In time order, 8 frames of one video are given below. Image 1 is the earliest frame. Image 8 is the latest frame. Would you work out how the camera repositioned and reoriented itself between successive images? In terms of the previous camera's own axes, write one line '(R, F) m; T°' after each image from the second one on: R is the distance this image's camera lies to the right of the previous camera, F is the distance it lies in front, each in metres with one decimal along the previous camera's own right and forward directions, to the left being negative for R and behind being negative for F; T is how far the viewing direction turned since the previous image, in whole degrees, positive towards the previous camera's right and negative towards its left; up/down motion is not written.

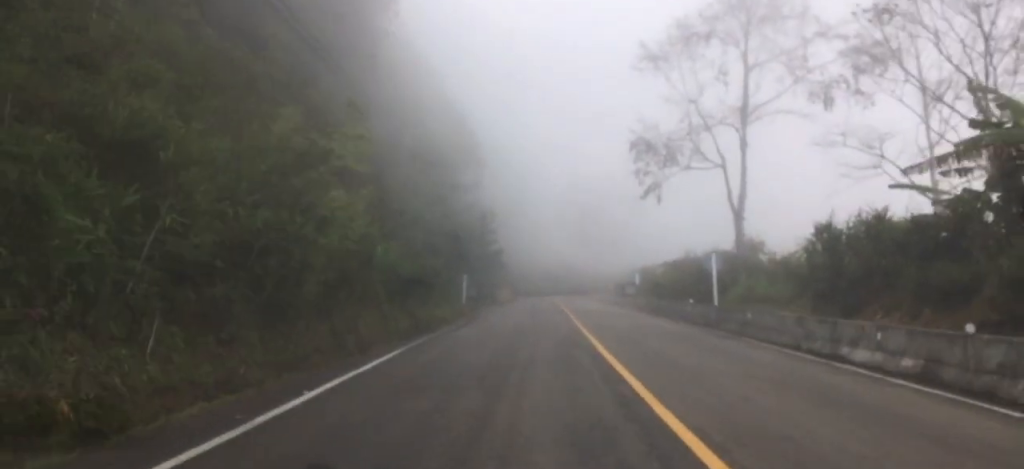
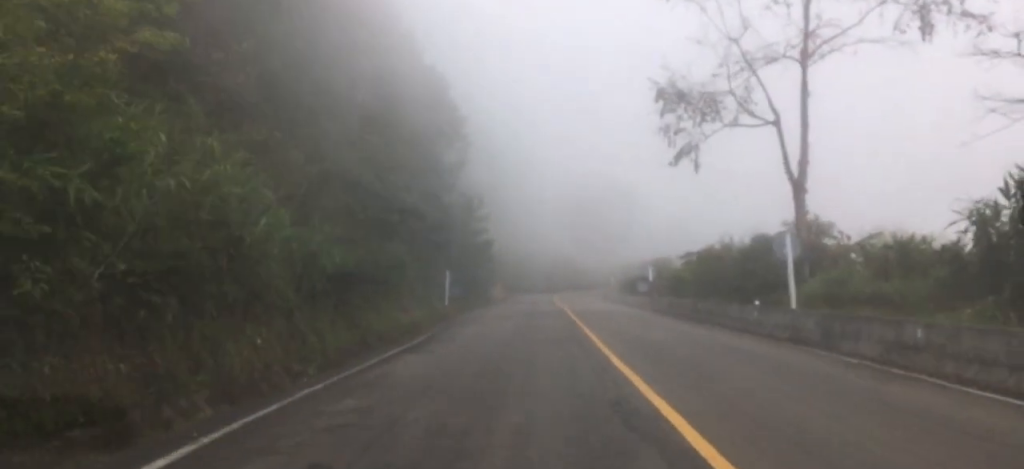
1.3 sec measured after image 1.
(-0.2, +10.4) m; 0°
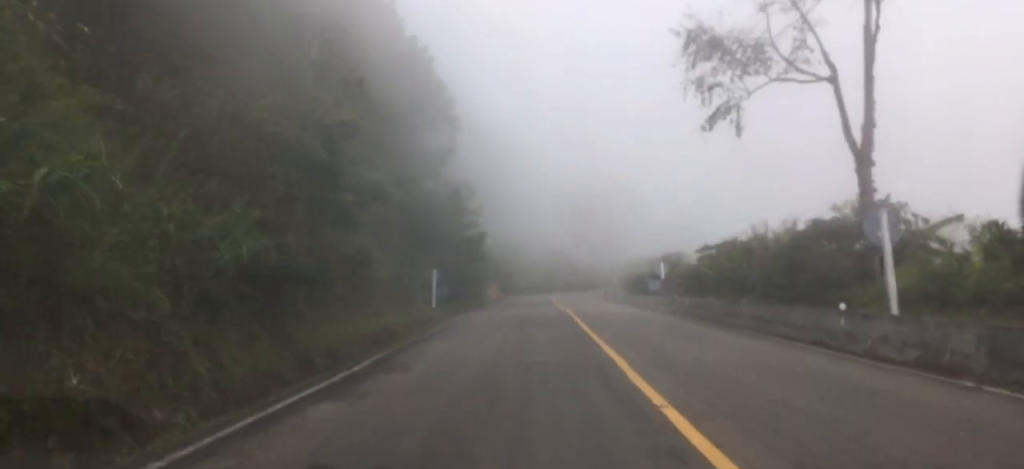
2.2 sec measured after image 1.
(+0.1, +6.5) m; +1°
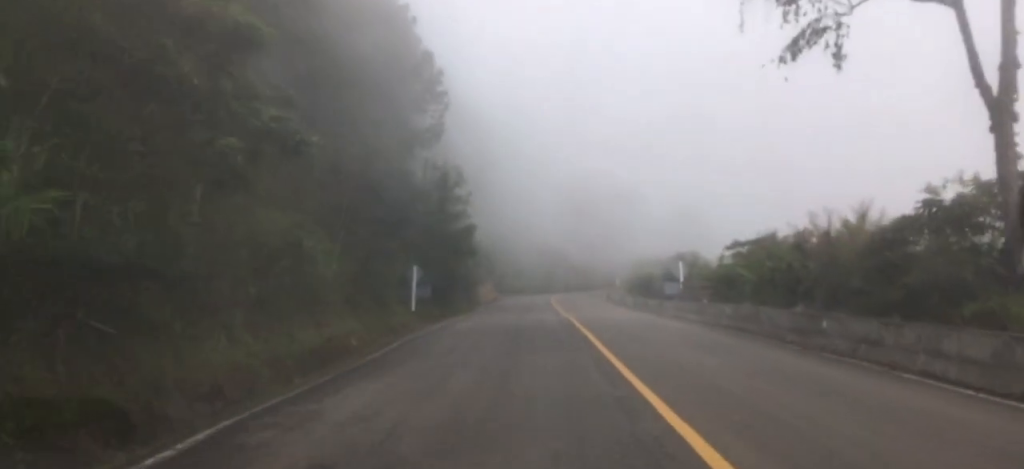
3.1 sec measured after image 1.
(+0.1, +7.6) m; -2°
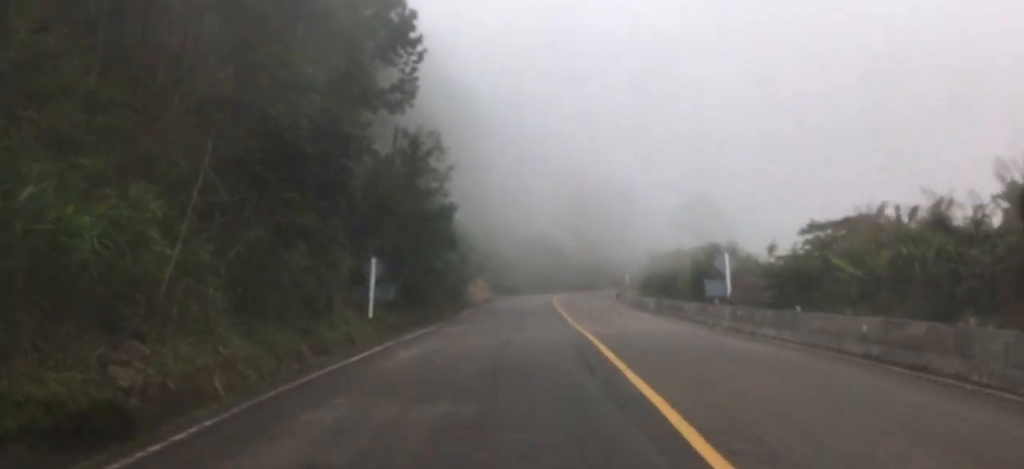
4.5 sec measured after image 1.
(-0.6, +11.1) m; -3°
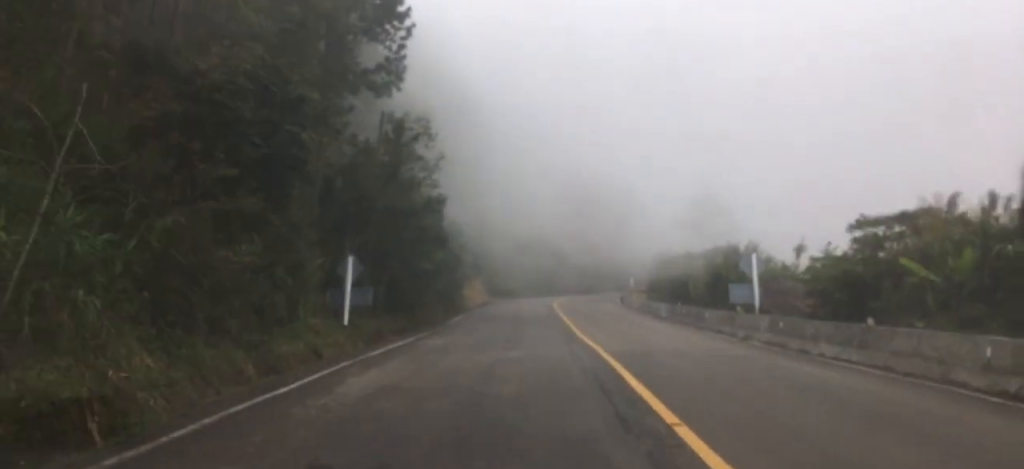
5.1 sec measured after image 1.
(0.0, +4.2) m; +1°
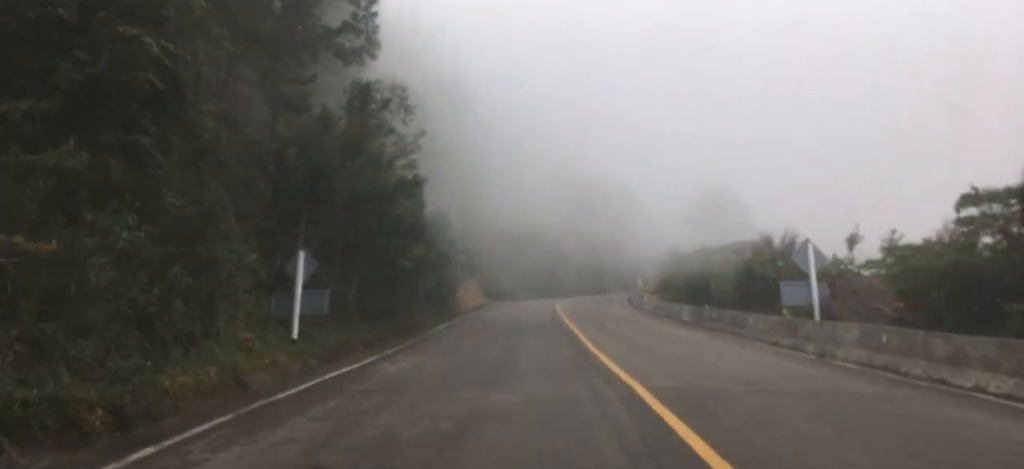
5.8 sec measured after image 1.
(0.0, +6.1) m; +3°
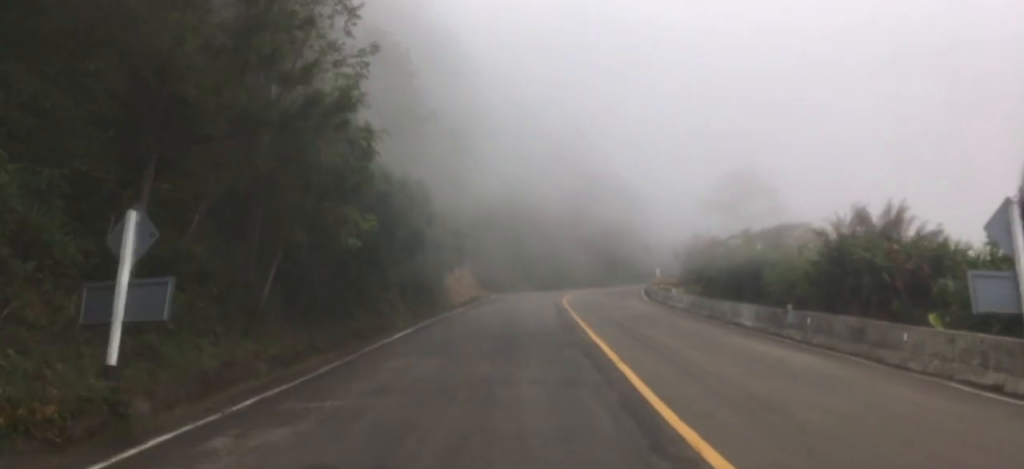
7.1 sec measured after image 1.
(+0.7, +10.0) m; +4°
